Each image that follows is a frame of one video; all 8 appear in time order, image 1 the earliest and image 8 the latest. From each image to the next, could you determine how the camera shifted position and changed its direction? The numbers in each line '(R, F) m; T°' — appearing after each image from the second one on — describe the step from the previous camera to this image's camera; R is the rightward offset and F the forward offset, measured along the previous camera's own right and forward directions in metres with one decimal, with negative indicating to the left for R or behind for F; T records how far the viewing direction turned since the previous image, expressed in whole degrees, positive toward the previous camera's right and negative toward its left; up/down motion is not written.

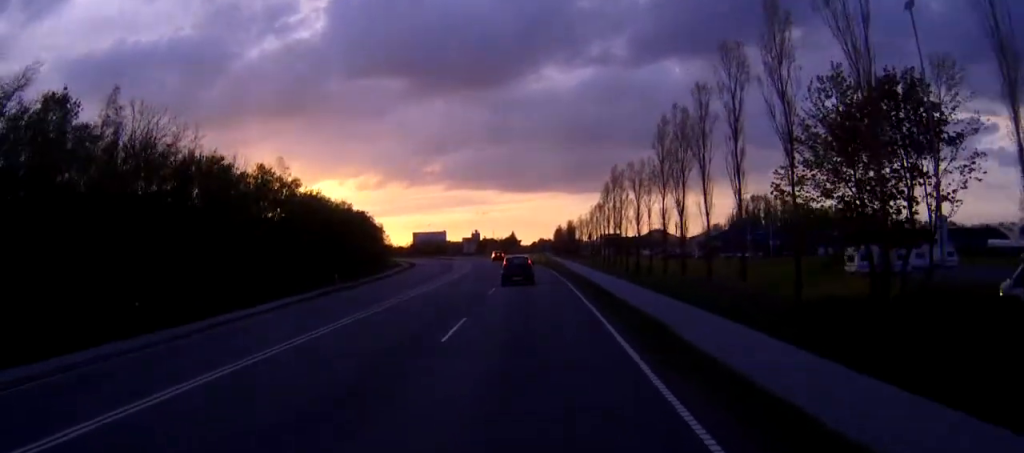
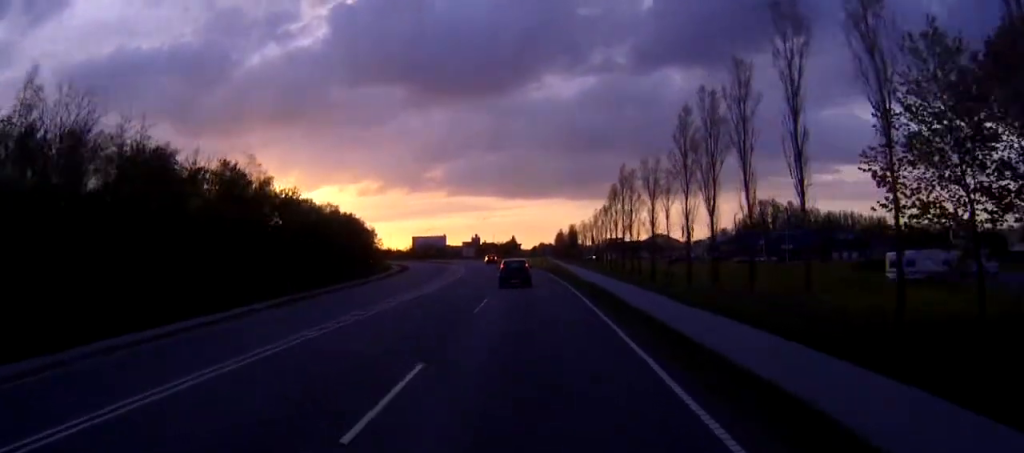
(0.0, +8.3) m; 0°
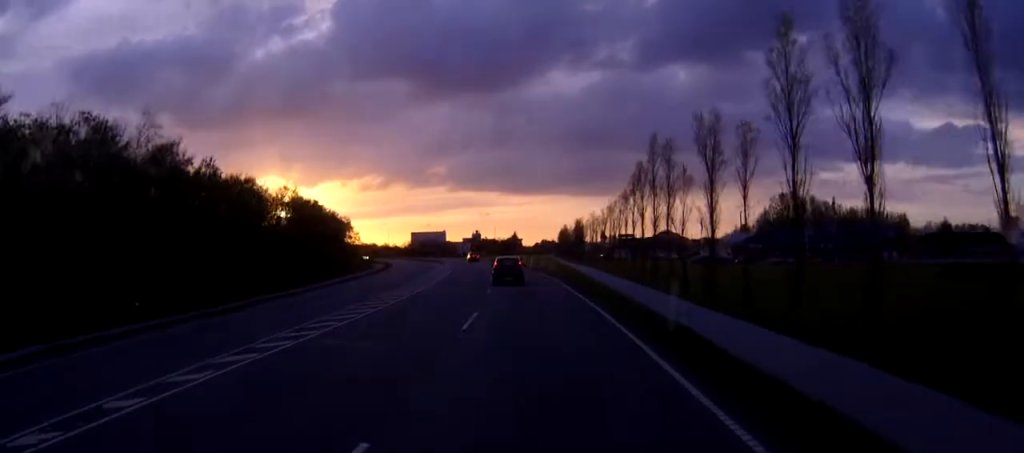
(0.0, +20.0) m; -1°
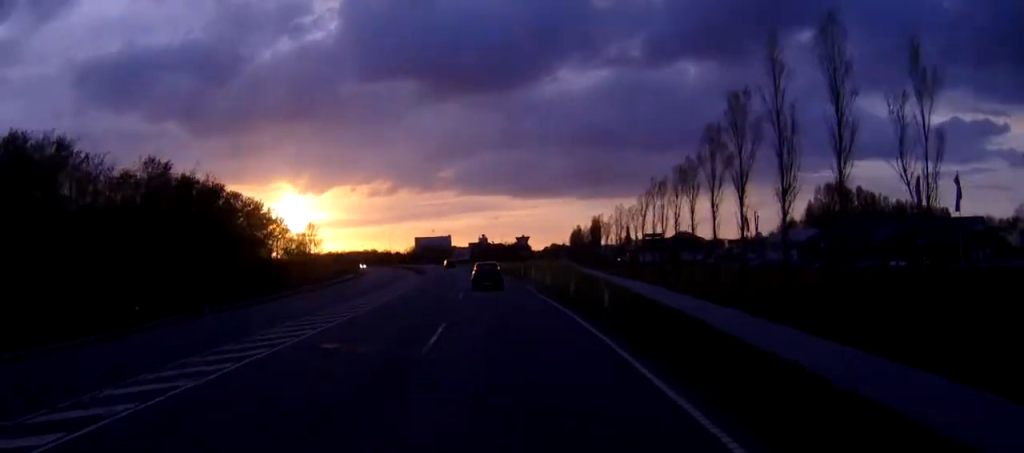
(-0.5, +33.0) m; -1°
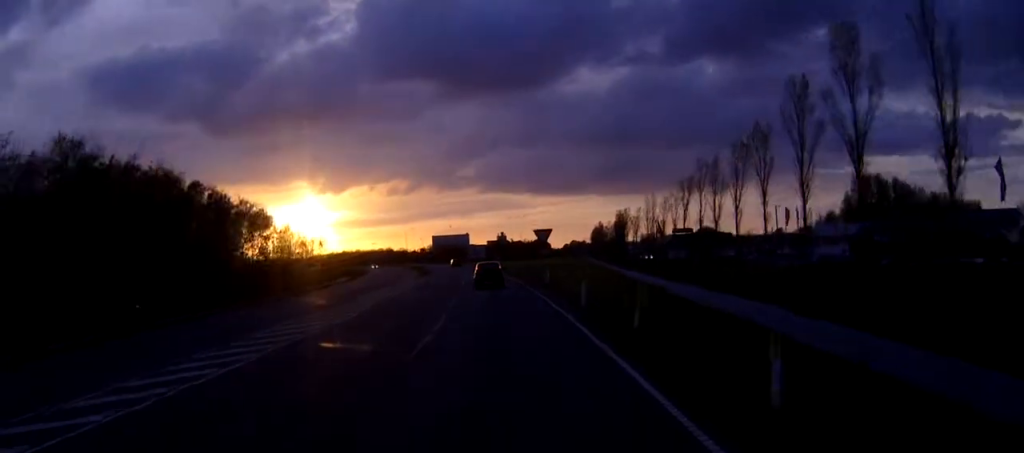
(0.0, +13.8) m; -1°
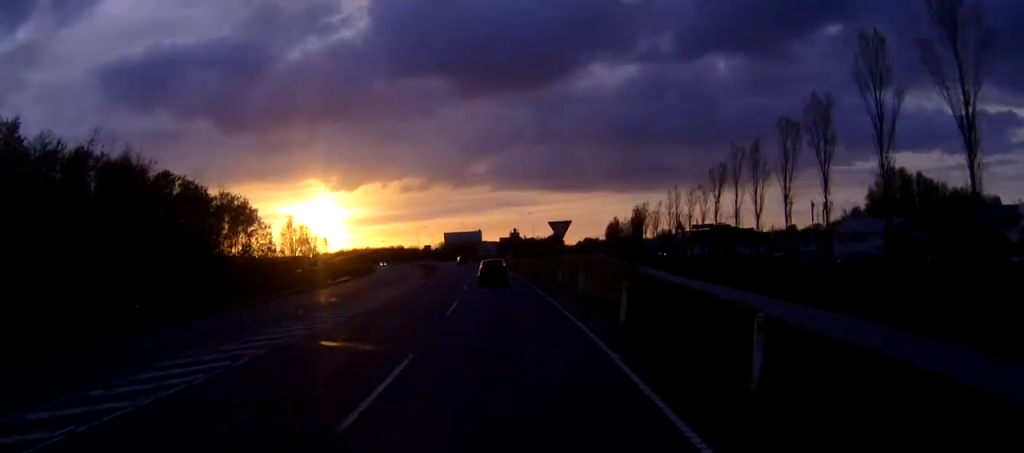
(-0.1, +7.8) m; -1°
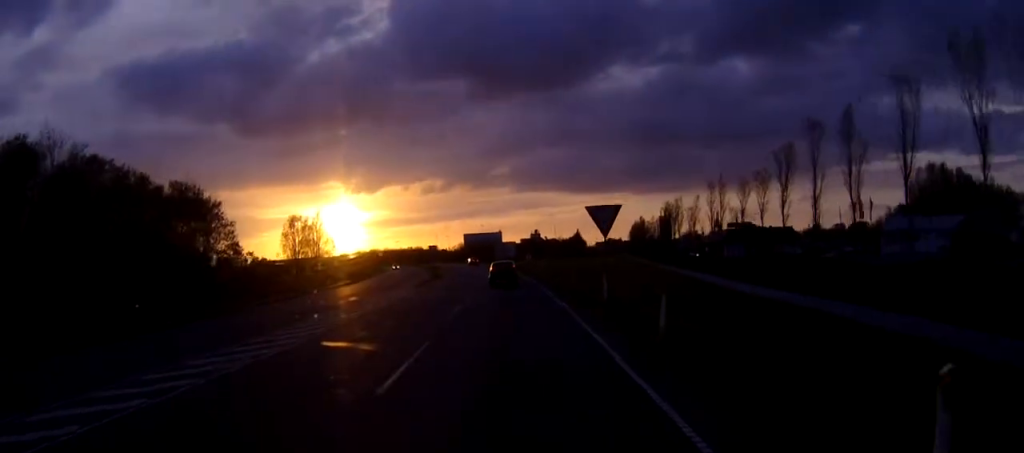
(-0.1, +13.1) m; -1°
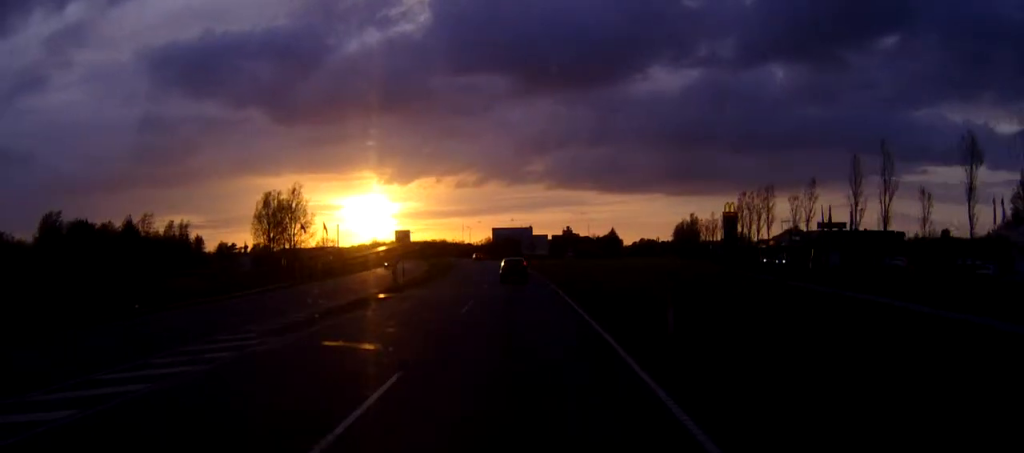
(-1.0, +34.3) m; -3°
